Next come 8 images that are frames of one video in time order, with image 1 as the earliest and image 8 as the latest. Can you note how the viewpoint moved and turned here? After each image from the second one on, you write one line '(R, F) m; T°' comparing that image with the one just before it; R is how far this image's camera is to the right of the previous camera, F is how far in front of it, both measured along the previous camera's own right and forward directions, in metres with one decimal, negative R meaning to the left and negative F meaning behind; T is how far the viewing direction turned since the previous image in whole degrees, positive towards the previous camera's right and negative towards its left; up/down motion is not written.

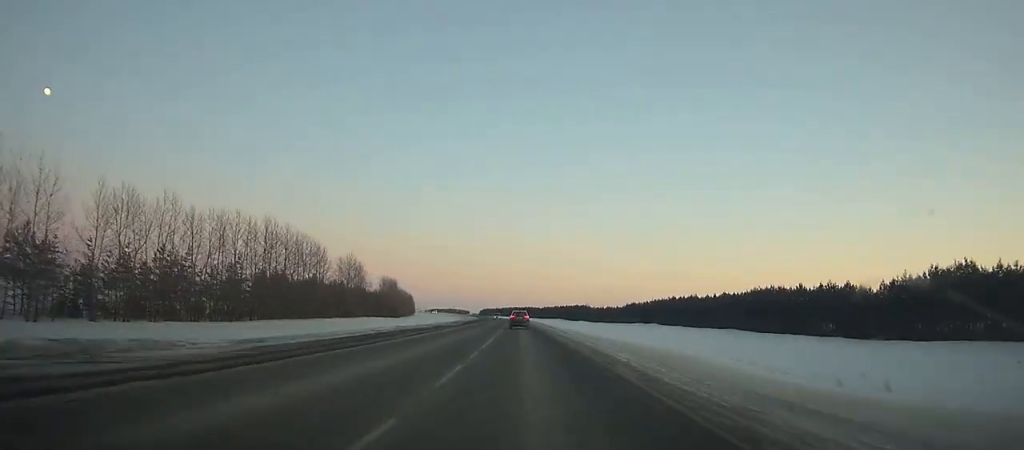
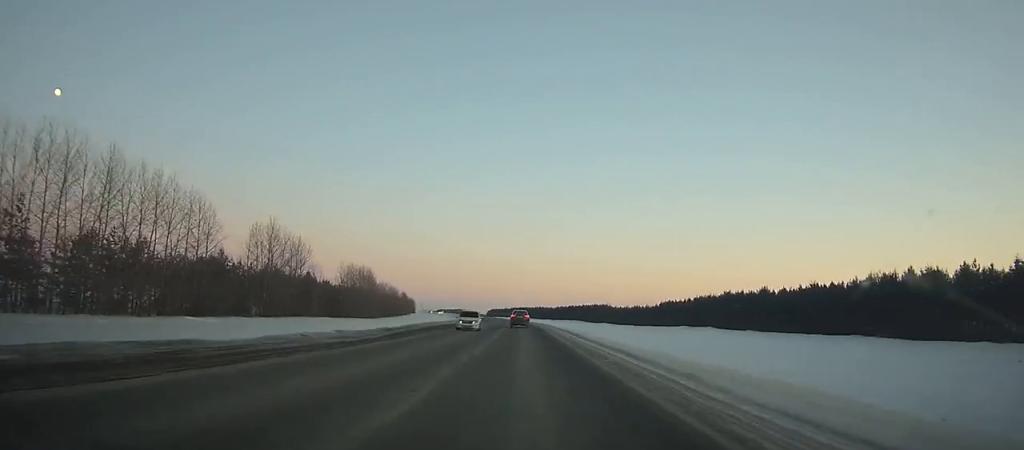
(-0.5, +45.0) m; -1°
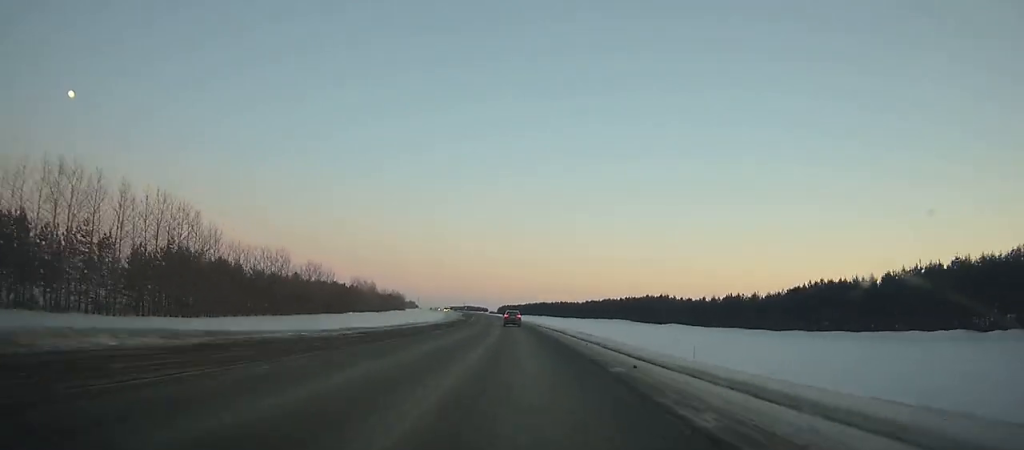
(-2.1, +97.0) m; -2°
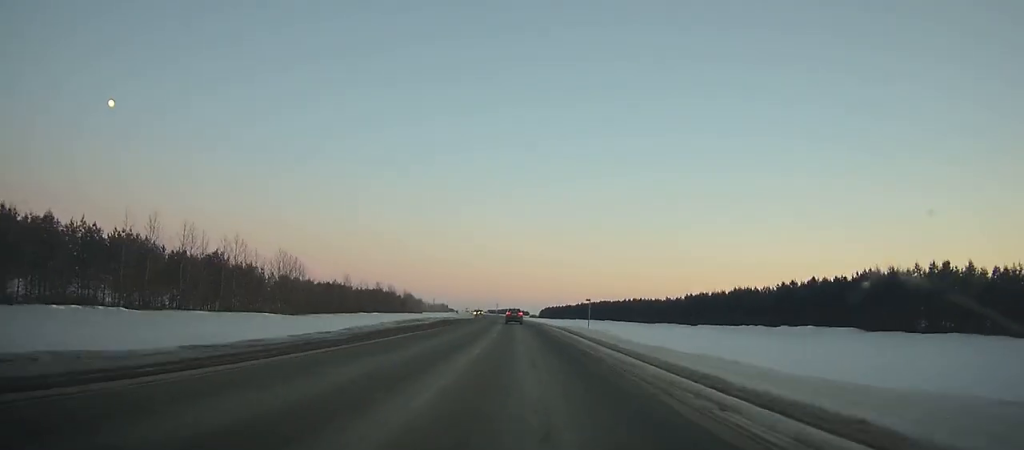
(-3.4, +118.6) m; -4°
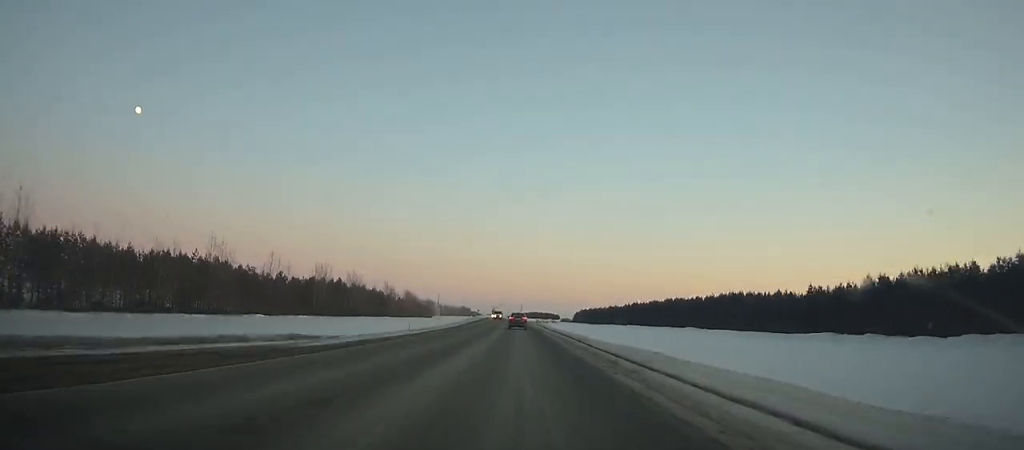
(-1.7, +84.5) m; -2°
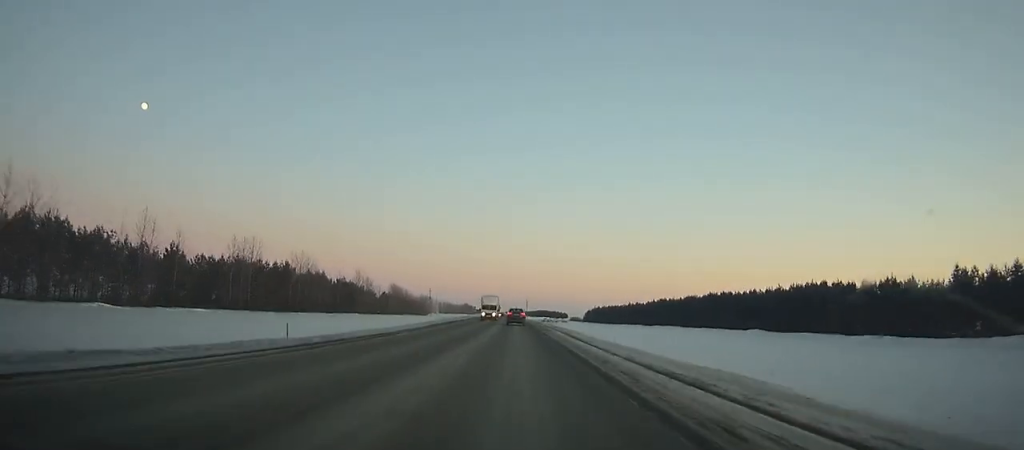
(-0.6, +40.3) m; -1°
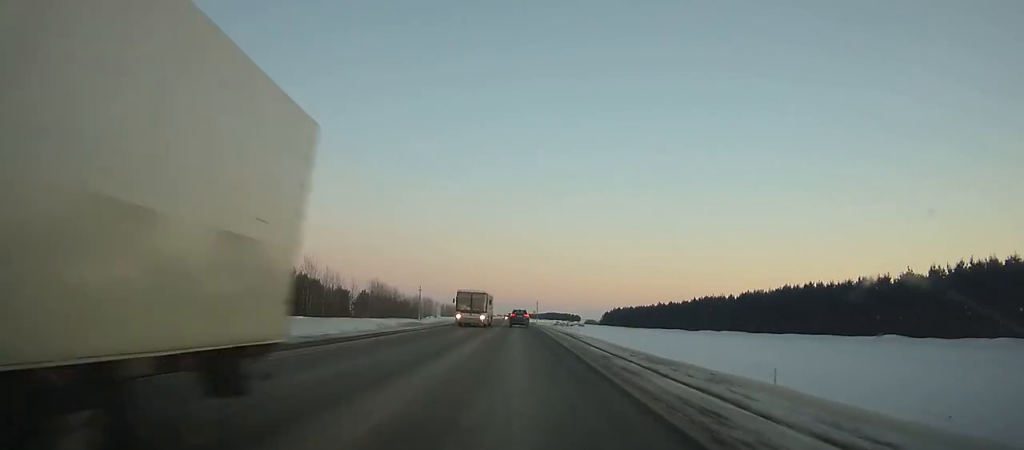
(-0.3, +42.7) m; -1°
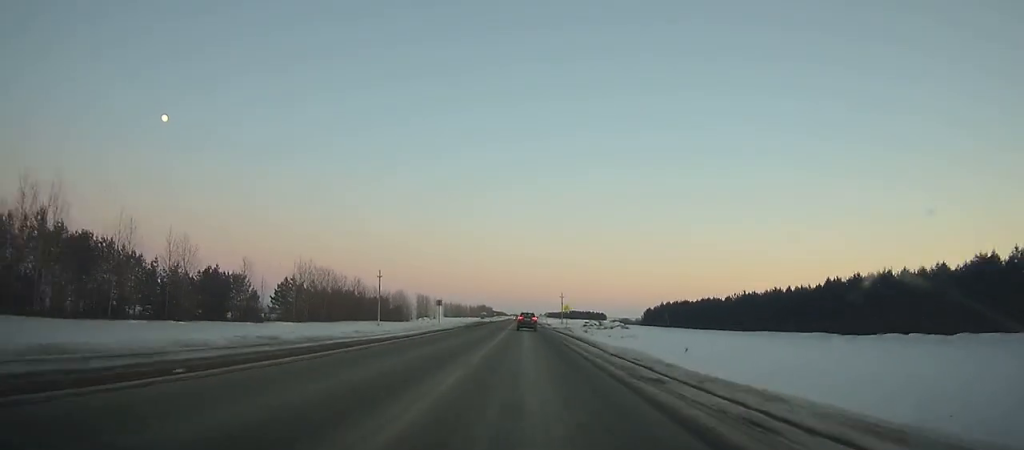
(-0.9, +73.9) m; -1°
